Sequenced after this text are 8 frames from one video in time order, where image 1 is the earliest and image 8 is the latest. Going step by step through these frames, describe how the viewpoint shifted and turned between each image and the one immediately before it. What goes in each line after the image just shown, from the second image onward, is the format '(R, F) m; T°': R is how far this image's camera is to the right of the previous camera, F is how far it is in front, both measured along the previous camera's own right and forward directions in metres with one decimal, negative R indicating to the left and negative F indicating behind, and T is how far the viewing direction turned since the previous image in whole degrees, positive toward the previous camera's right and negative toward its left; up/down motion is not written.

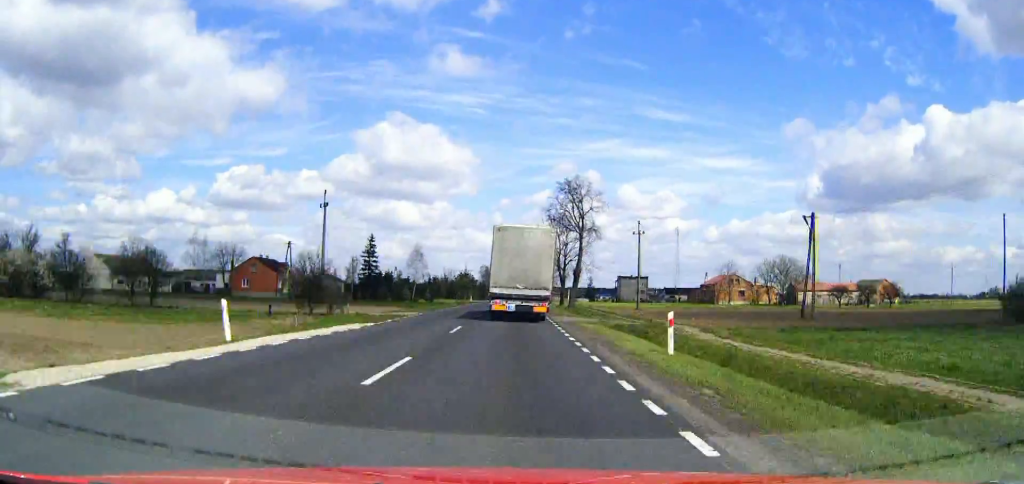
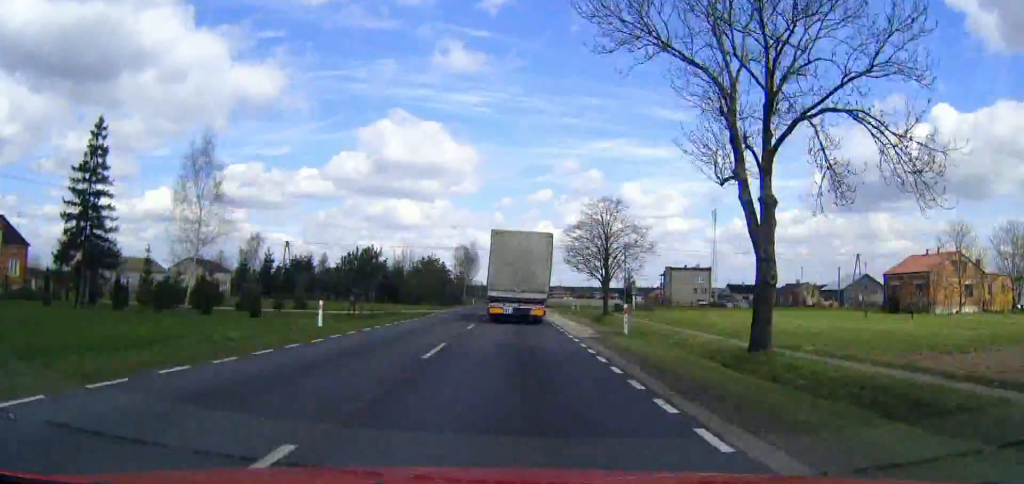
(0.0, +92.1) m; 0°
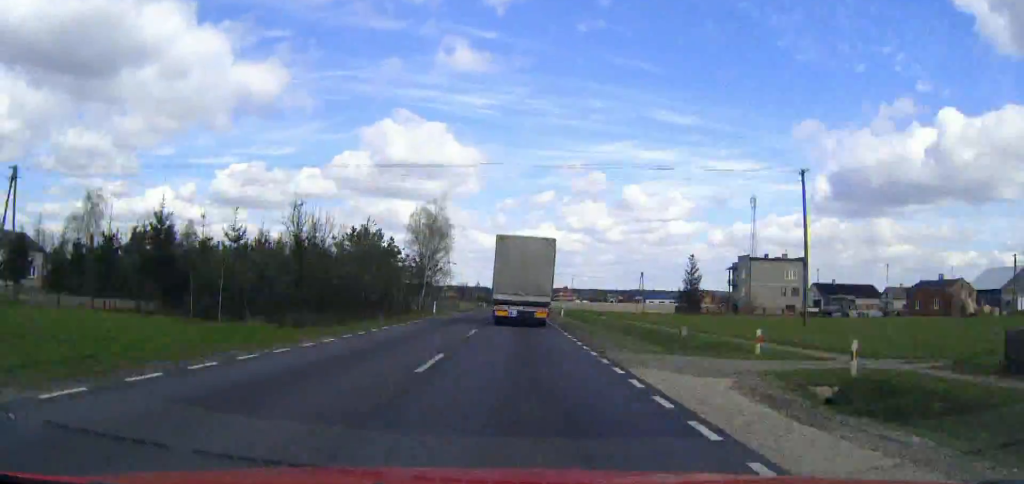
(0.0, +62.4) m; 0°
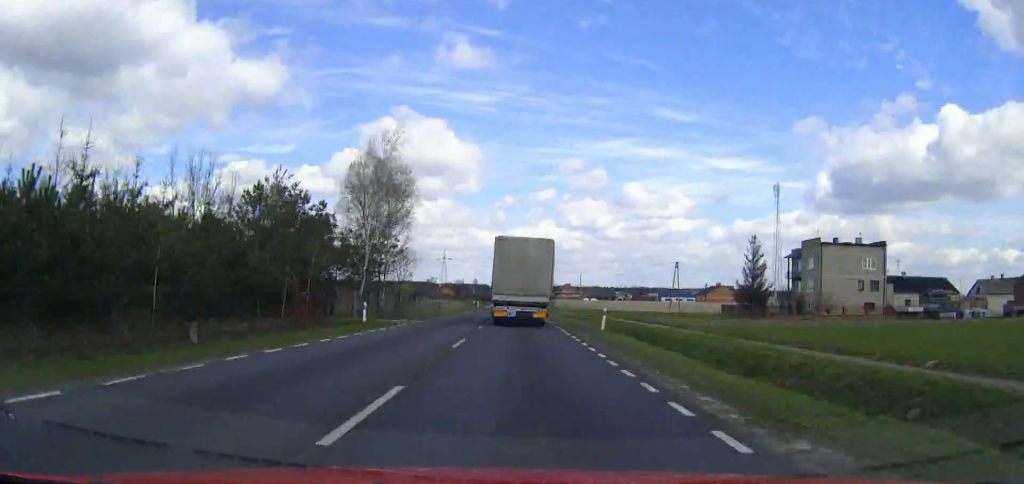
(0.0, +30.1) m; 0°
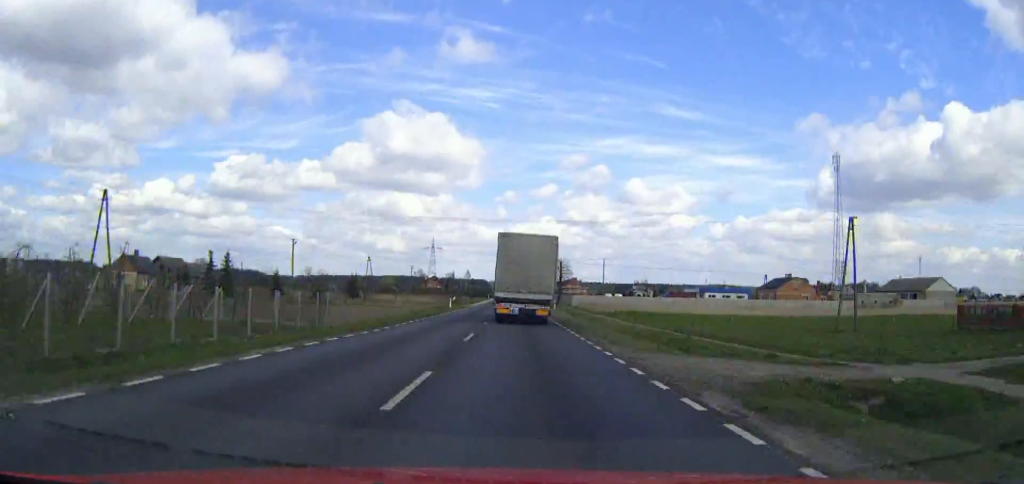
(+0.1, +57.5) m; 0°
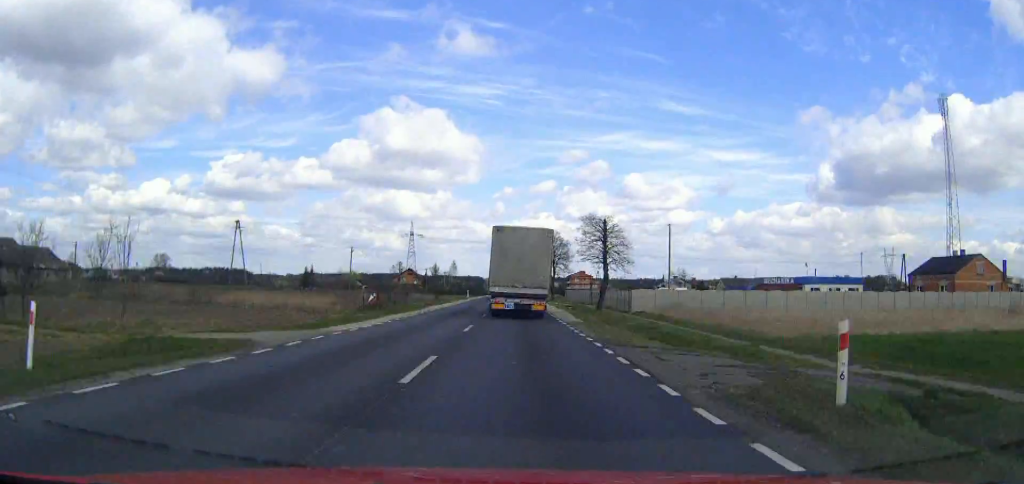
(0.0, +67.7) m; 0°
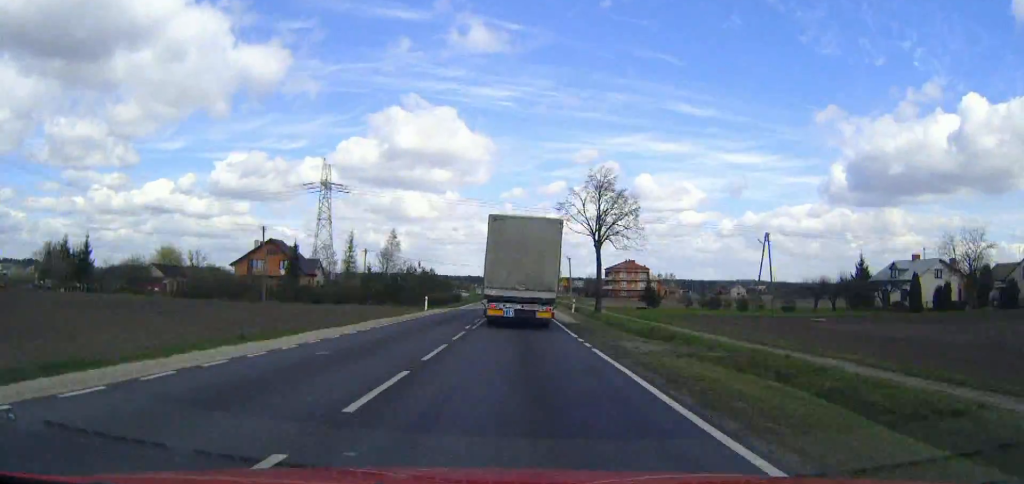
(-0.1, +138.1) m; 0°
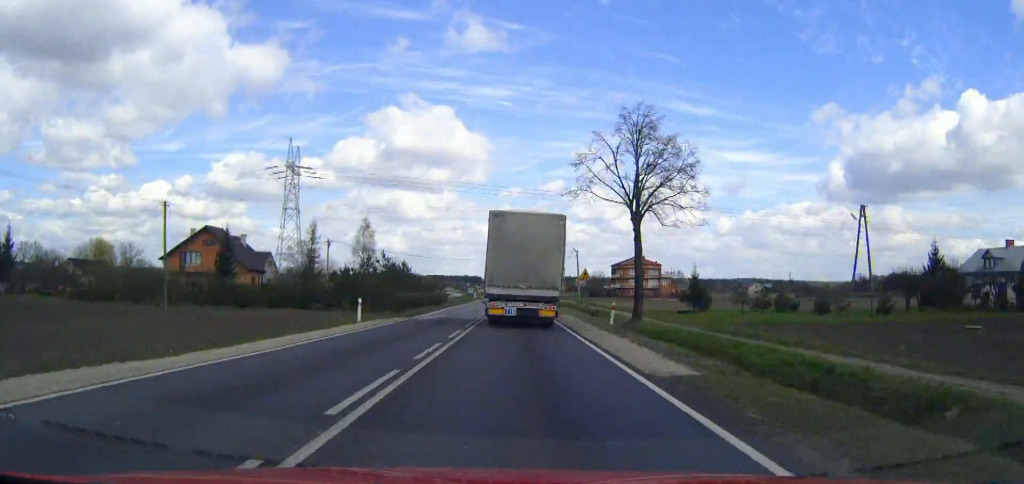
(0.0, +21.9) m; 0°
